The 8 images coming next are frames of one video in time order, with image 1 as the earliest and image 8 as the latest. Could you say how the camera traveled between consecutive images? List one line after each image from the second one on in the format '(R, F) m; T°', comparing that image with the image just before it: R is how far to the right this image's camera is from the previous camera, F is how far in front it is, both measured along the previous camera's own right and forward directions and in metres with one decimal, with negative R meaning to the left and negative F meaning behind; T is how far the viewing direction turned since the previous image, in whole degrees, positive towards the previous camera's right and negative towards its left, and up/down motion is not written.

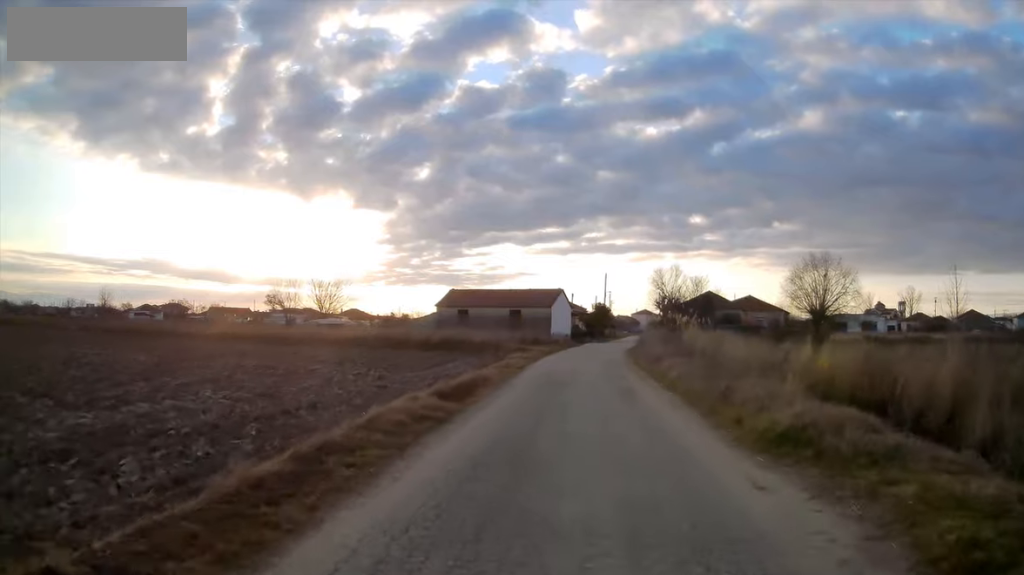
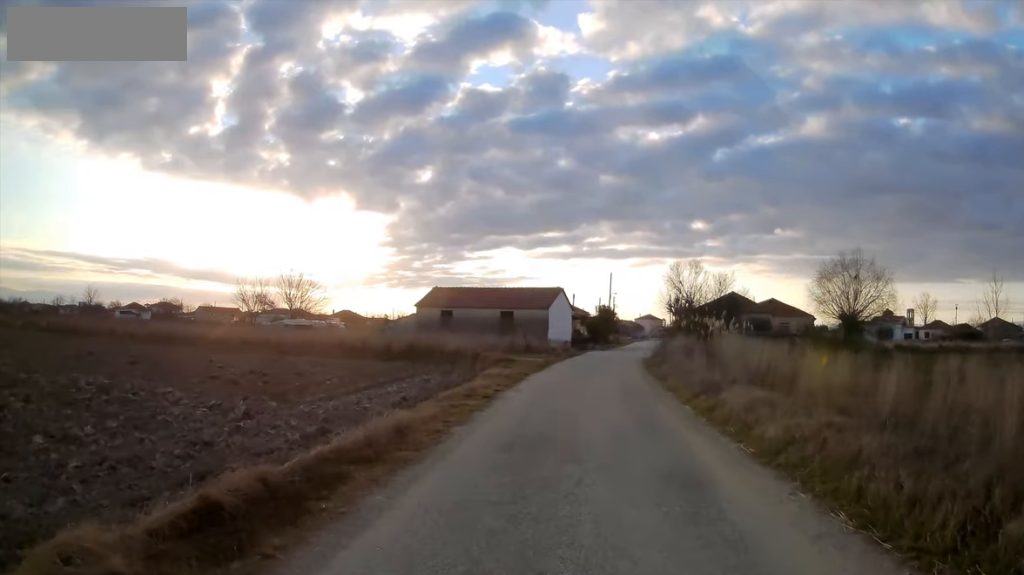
(+0.2, +9.1) m; +1°
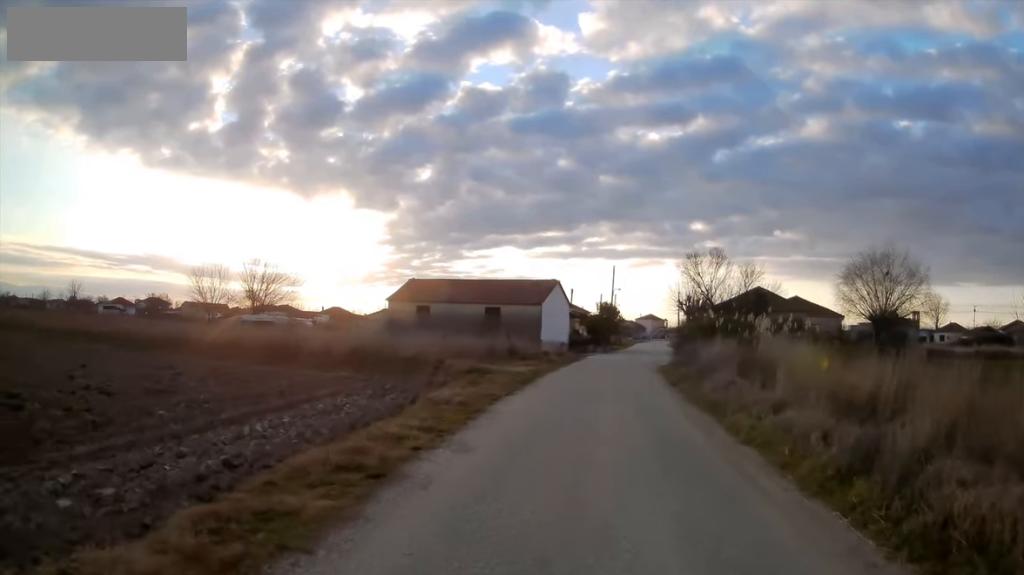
(0.0, +8.3) m; -1°
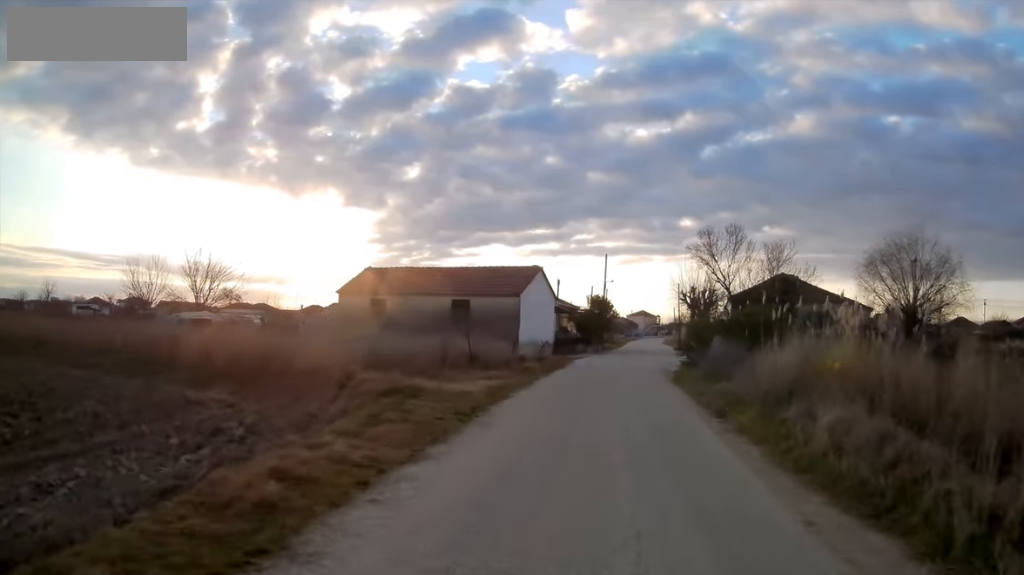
(-0.1, +8.2) m; -1°
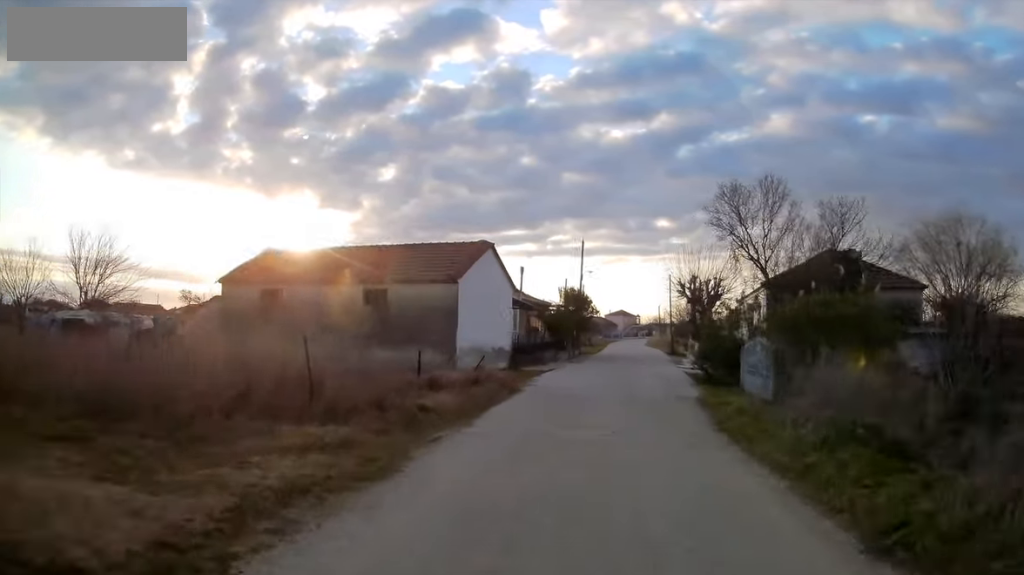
(-0.1, +11.4) m; +1°
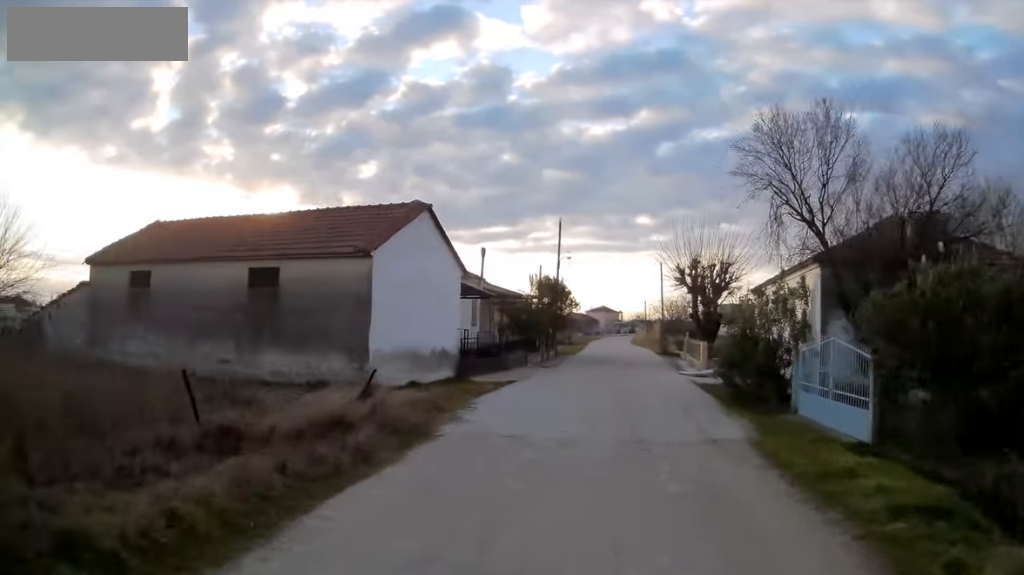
(+0.3, +7.8) m; +1°
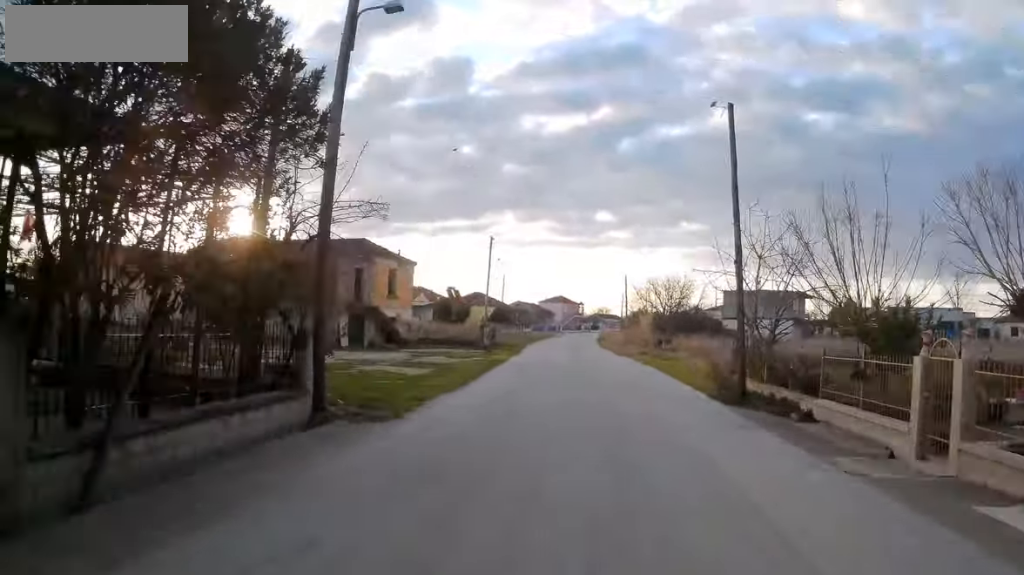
(+1.4, +34.4) m; +5°
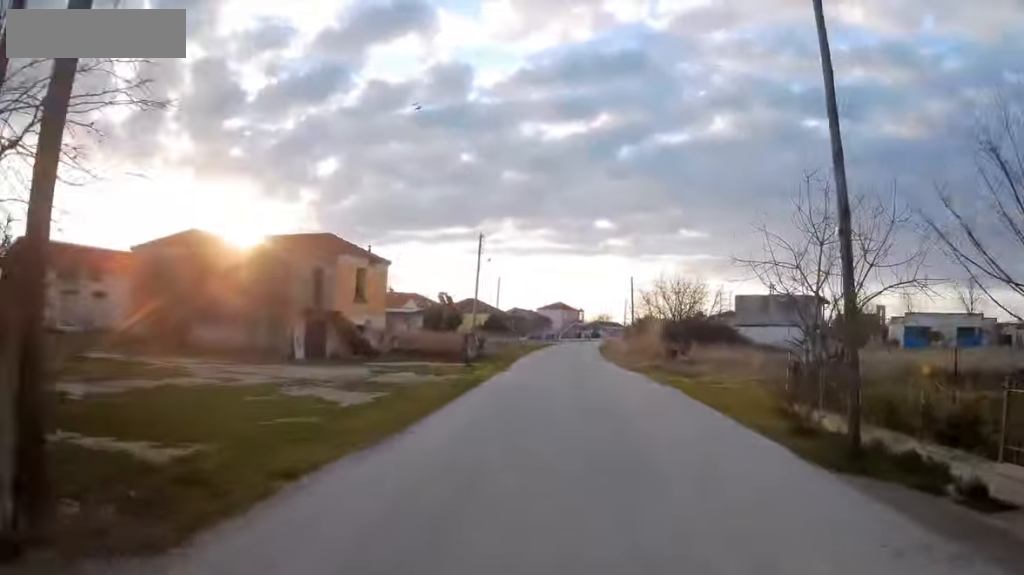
(0.0, +5.9) m; 0°
